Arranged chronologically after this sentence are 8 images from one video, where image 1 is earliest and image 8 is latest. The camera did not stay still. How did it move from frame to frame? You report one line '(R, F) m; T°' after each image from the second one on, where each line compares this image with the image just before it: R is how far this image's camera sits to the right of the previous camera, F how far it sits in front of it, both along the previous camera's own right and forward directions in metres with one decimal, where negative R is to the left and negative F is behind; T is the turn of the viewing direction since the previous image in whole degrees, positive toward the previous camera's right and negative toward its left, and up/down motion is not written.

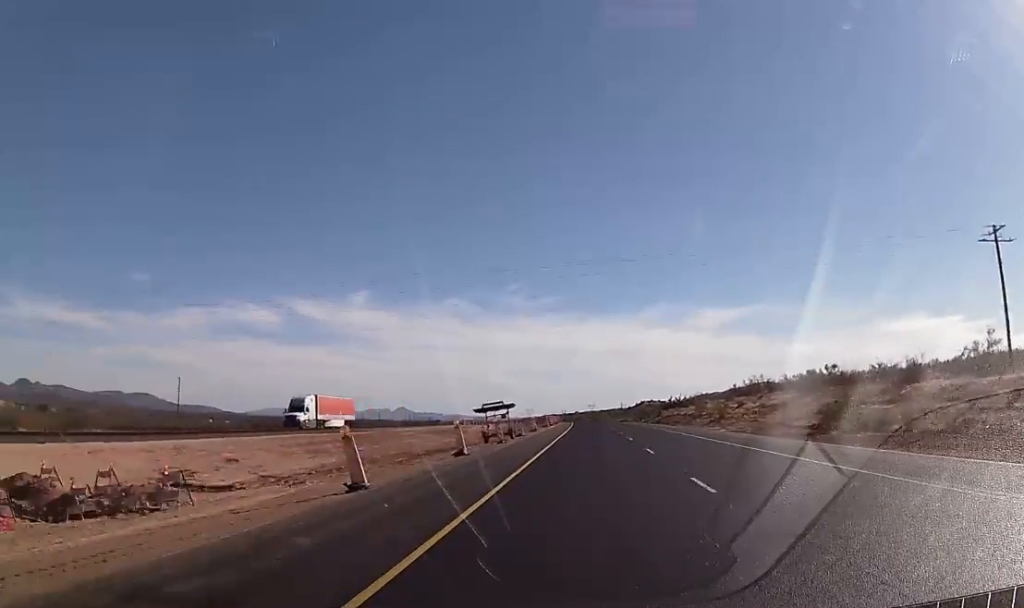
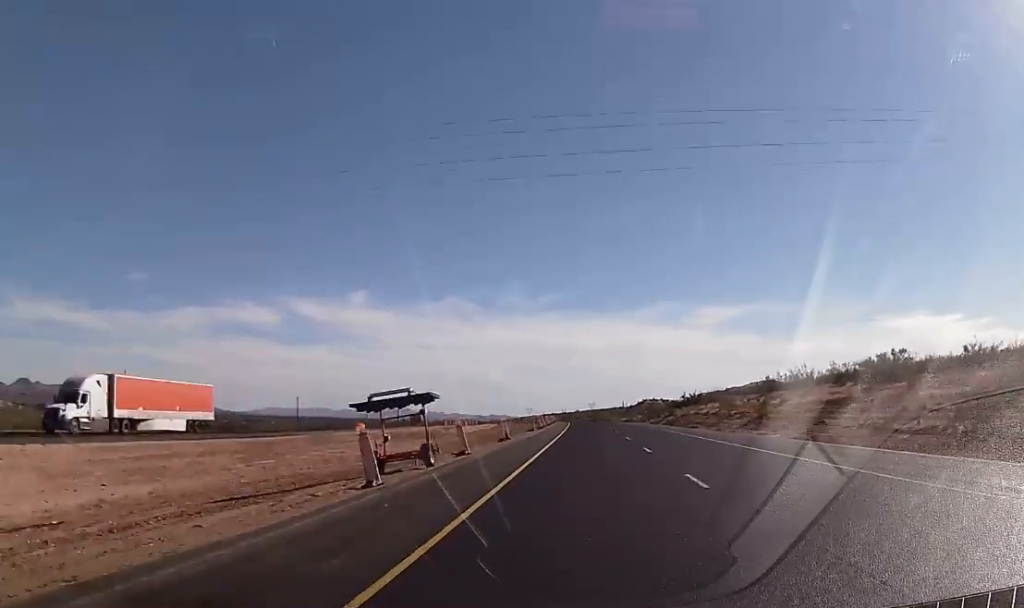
(-0.1, +23.7) m; 0°
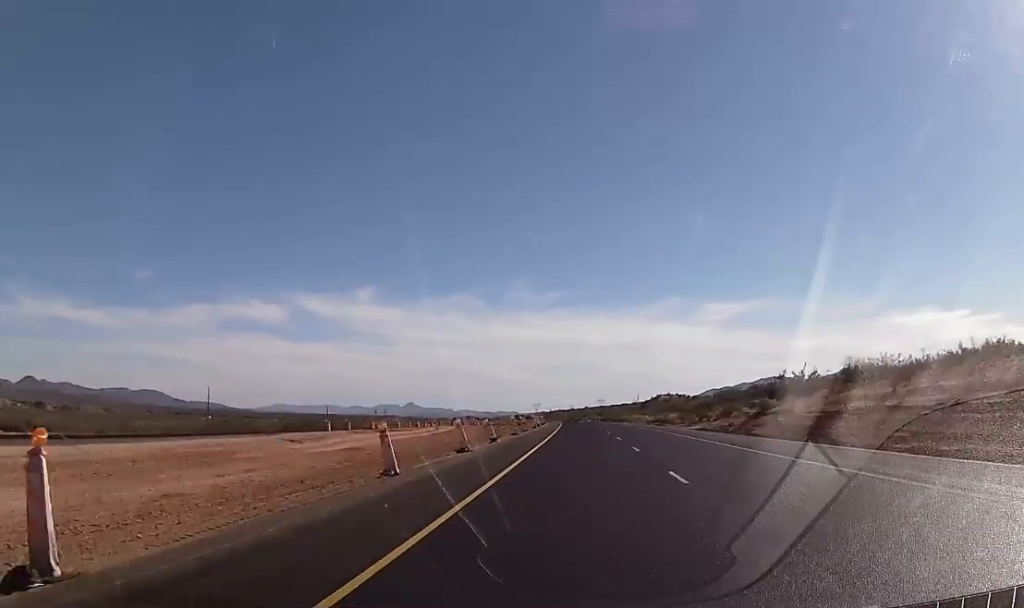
(0.0, +72.1) m; 0°
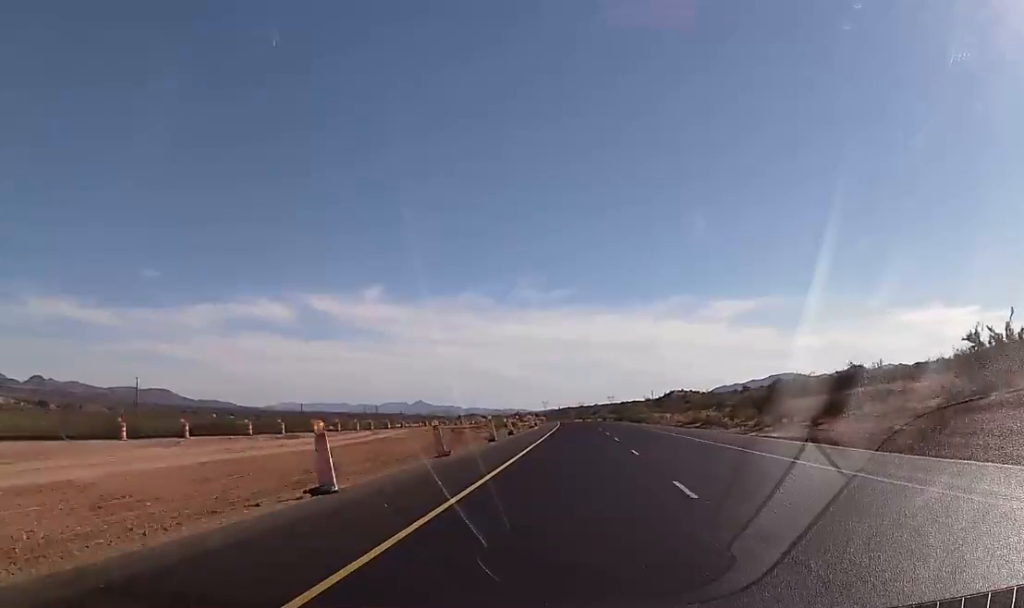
(0.0, +39.2) m; 0°
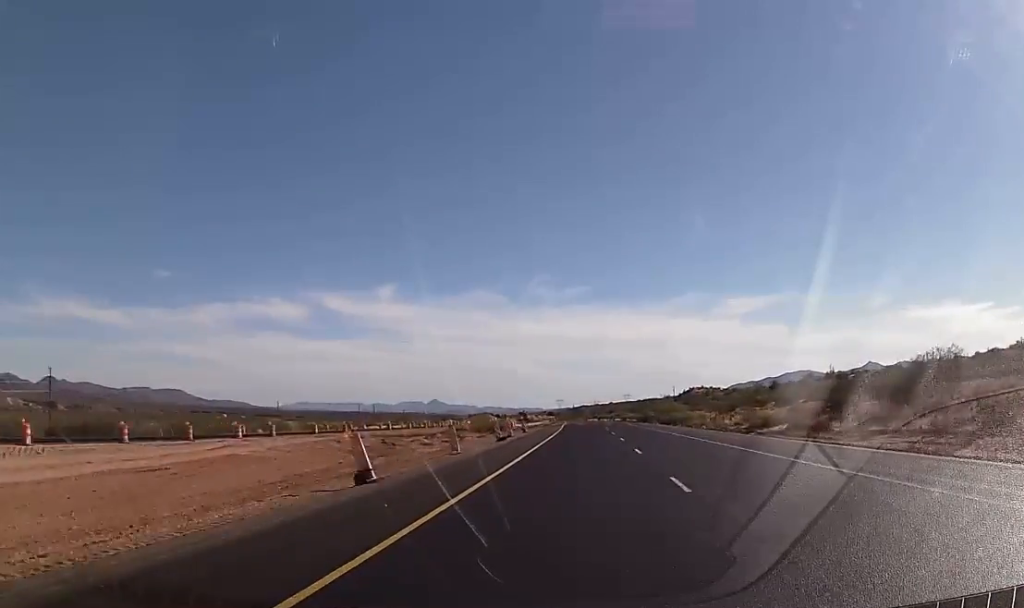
(0.0, +35.7) m; -1°
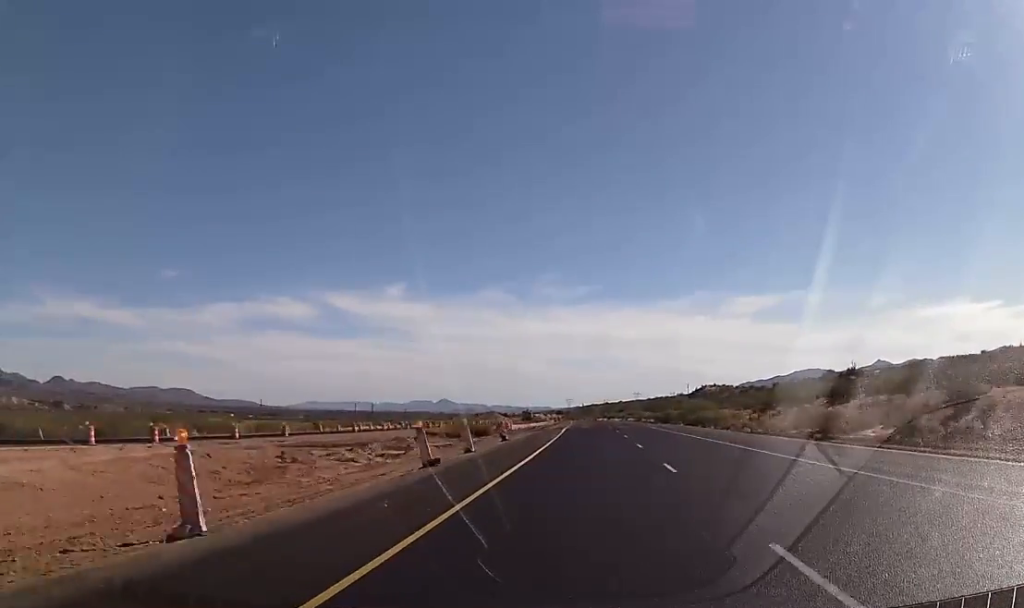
(-0.1, +20.2) m; -1°
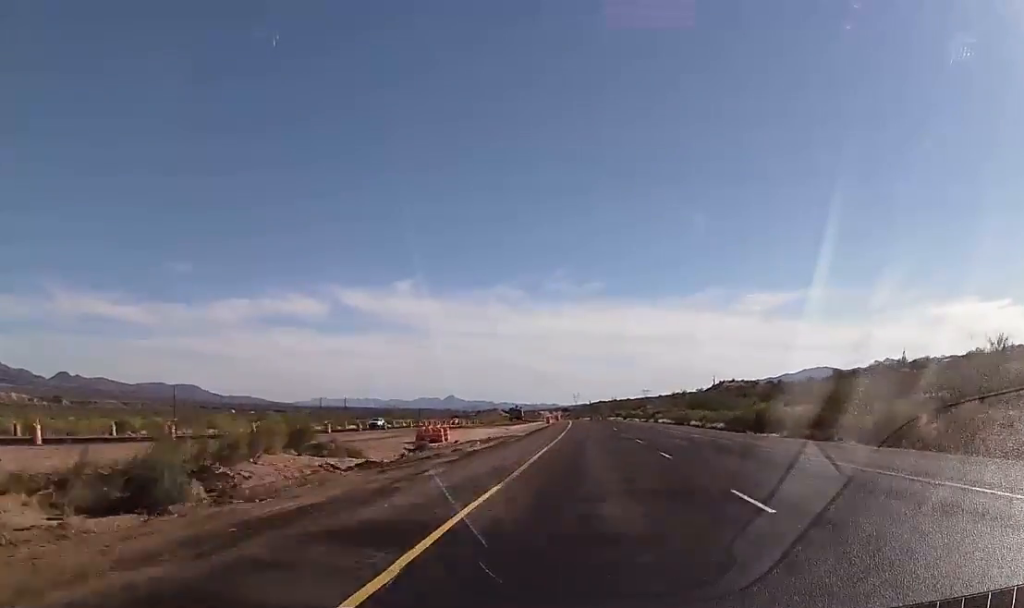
(-1.2, +55.9) m; -2°
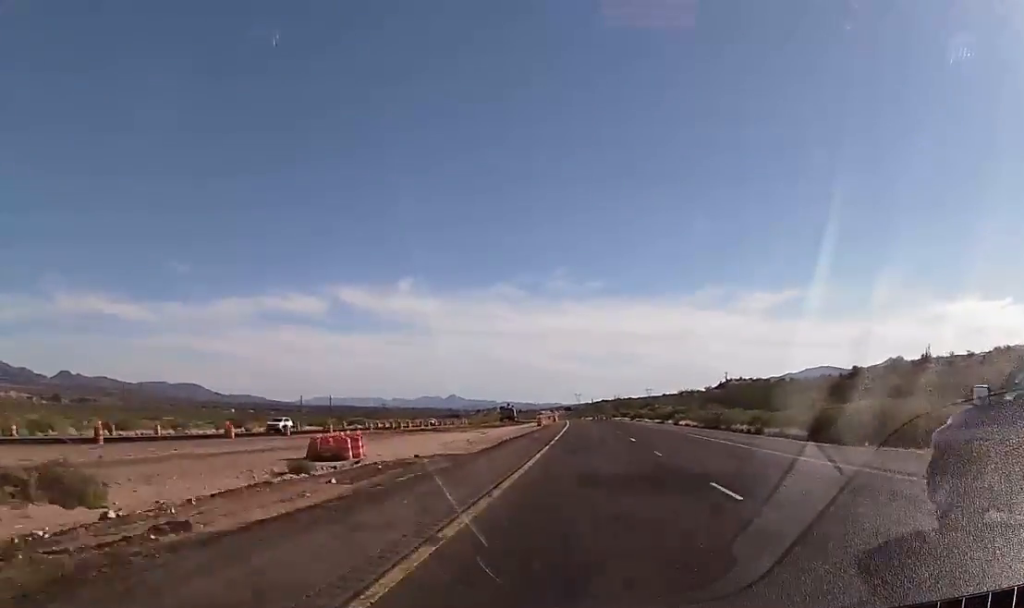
(-0.1, +22.7) m; 0°
